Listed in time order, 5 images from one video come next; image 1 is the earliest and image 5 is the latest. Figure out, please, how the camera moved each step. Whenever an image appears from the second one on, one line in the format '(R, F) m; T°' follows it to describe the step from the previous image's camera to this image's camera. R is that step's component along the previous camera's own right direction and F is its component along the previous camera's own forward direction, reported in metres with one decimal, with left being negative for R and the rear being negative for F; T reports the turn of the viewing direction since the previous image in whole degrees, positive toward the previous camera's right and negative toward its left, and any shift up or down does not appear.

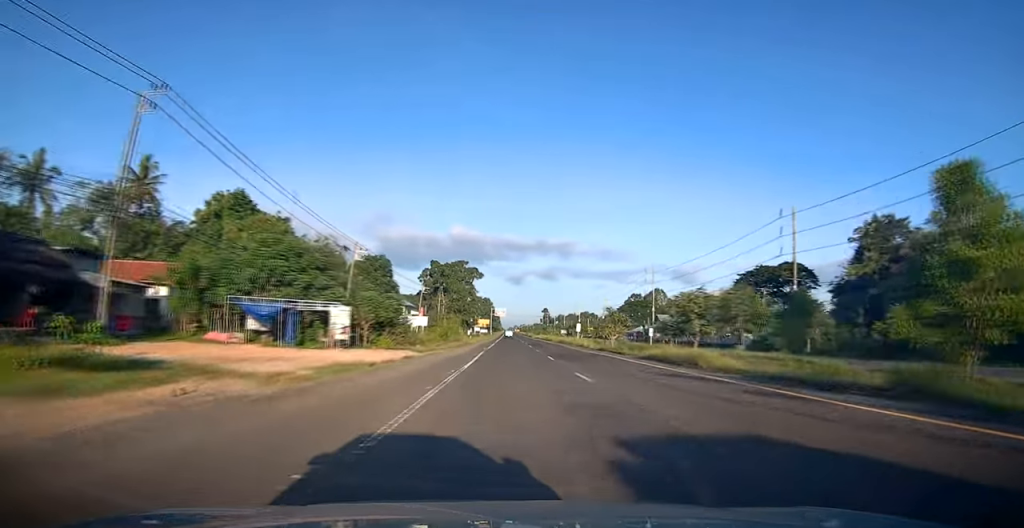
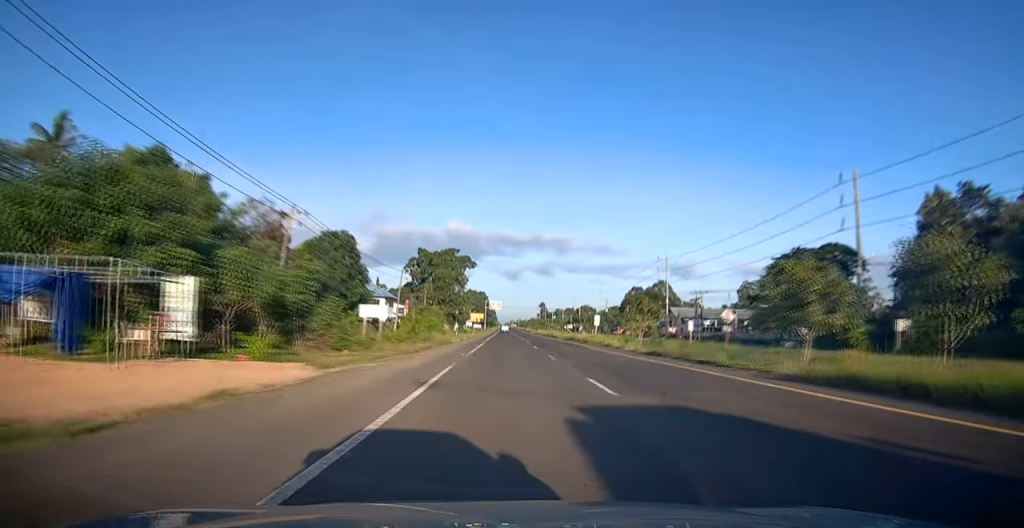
(-0.3, +16.3) m; 0°
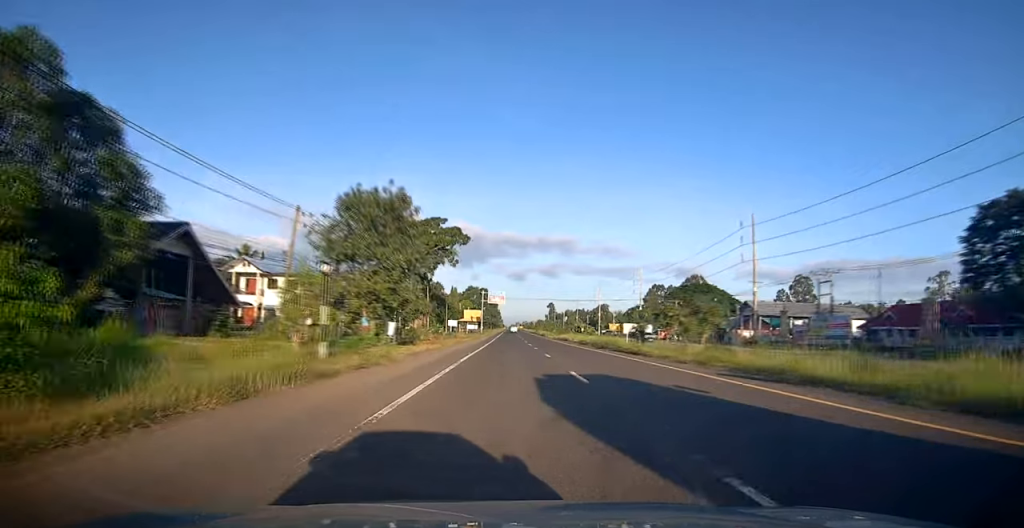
(+0.8, +45.1) m; +1°
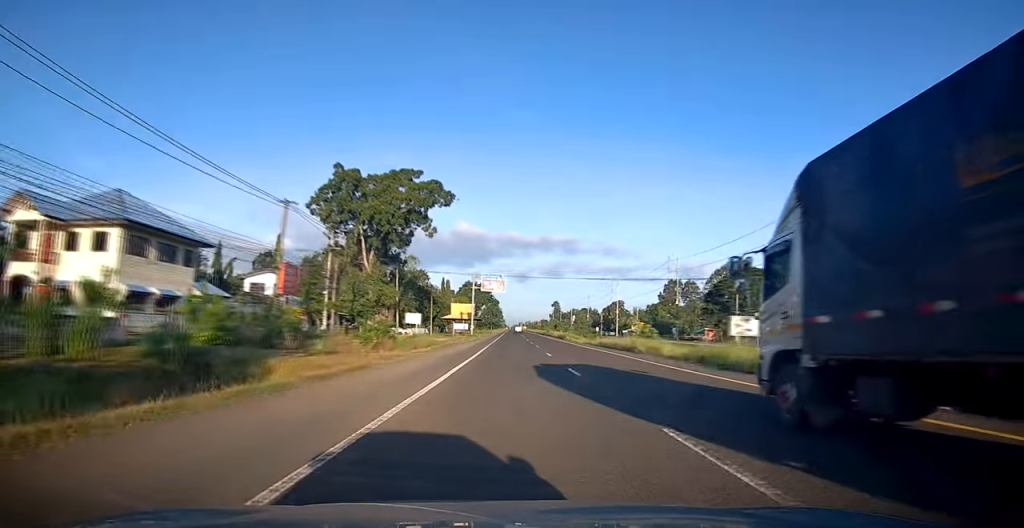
(-0.1, +33.3) m; 0°
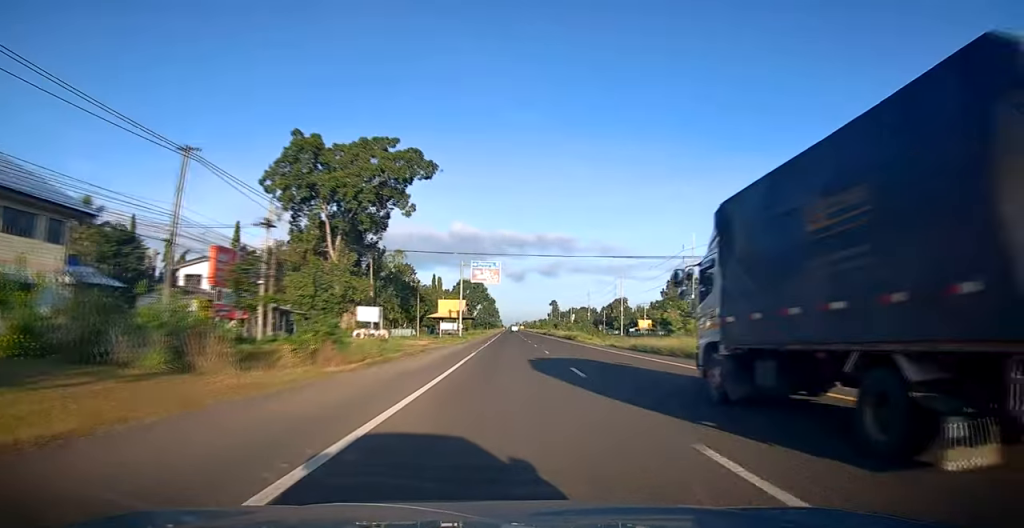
(-0.1, +13.5) m; 0°
